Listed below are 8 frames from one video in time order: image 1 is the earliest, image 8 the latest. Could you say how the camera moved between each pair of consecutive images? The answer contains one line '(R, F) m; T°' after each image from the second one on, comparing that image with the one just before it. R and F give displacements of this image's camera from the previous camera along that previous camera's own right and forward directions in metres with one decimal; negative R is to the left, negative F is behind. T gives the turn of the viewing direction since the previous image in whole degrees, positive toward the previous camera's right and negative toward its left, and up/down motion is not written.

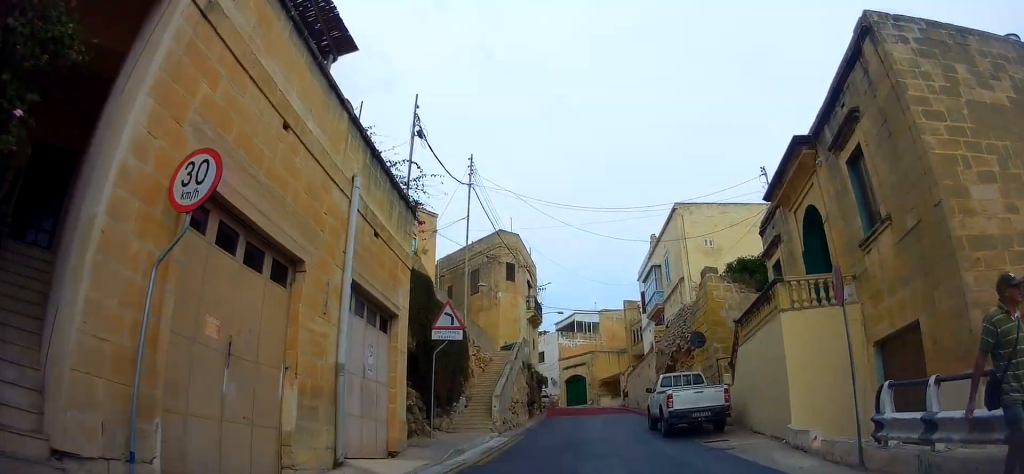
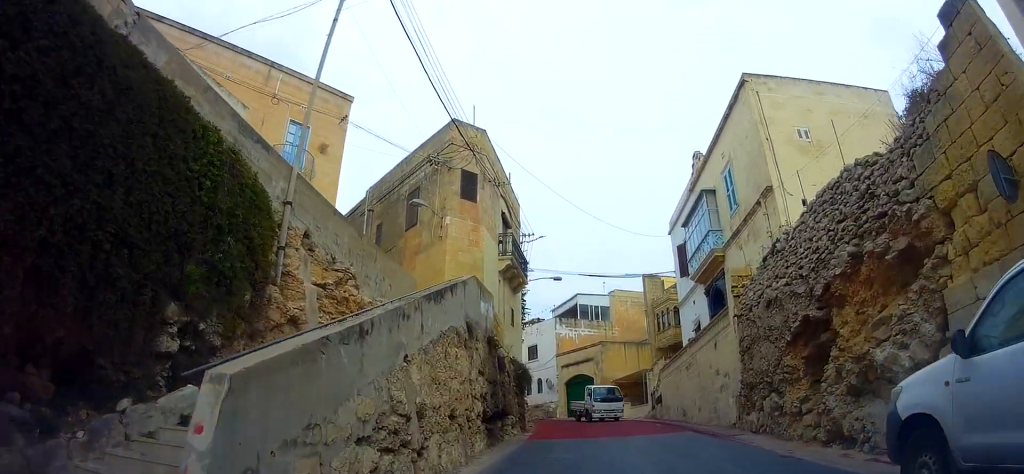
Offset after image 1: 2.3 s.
(+1.3, +15.5) m; +6°
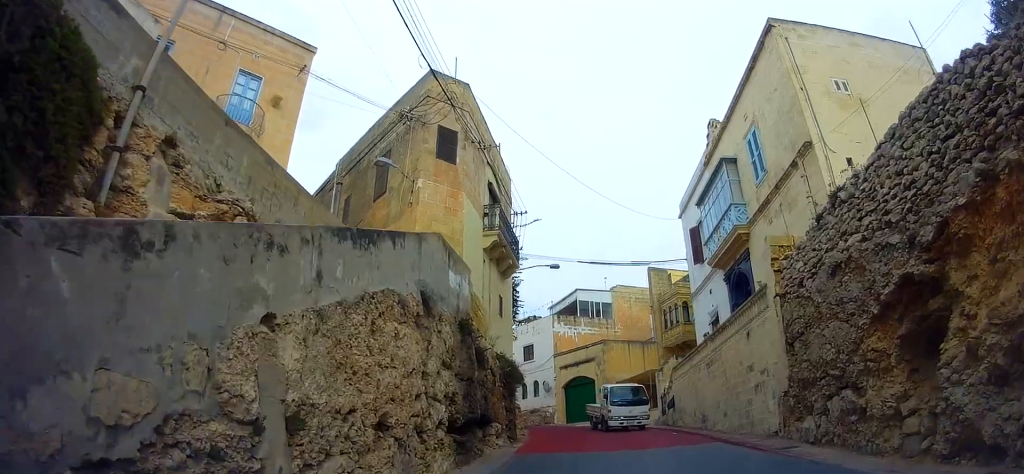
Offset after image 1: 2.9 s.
(-0.4, +3.8) m; 0°
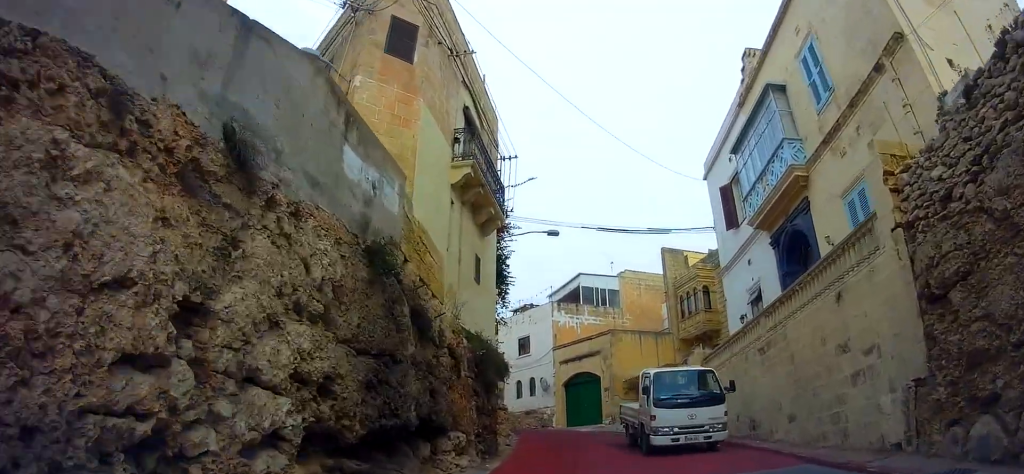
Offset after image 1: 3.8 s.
(+0.7, +5.5) m; +7°
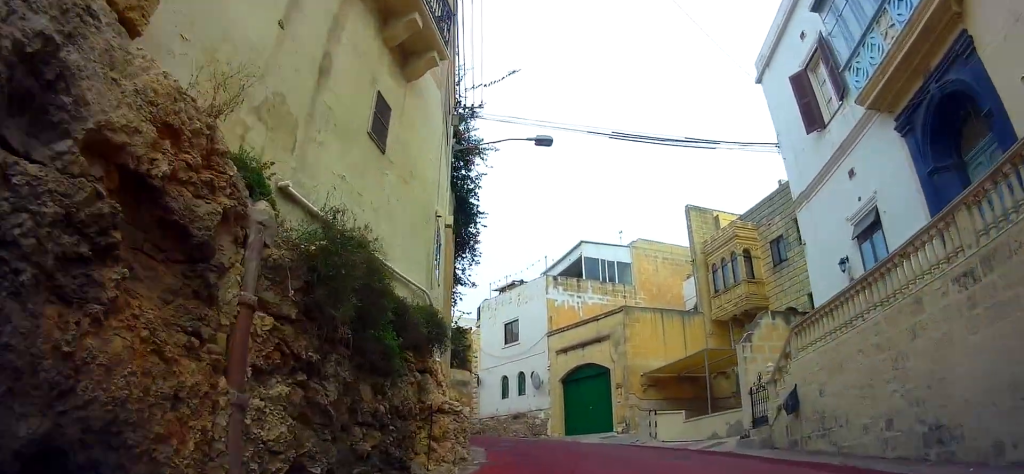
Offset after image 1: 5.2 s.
(-0.1, +8.0) m; -5°
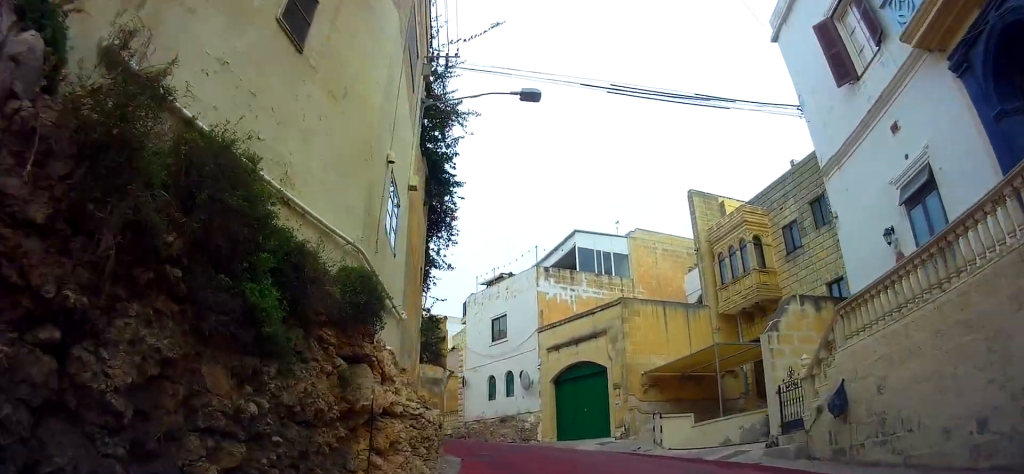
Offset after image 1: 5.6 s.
(0.0, +2.4) m; -5°
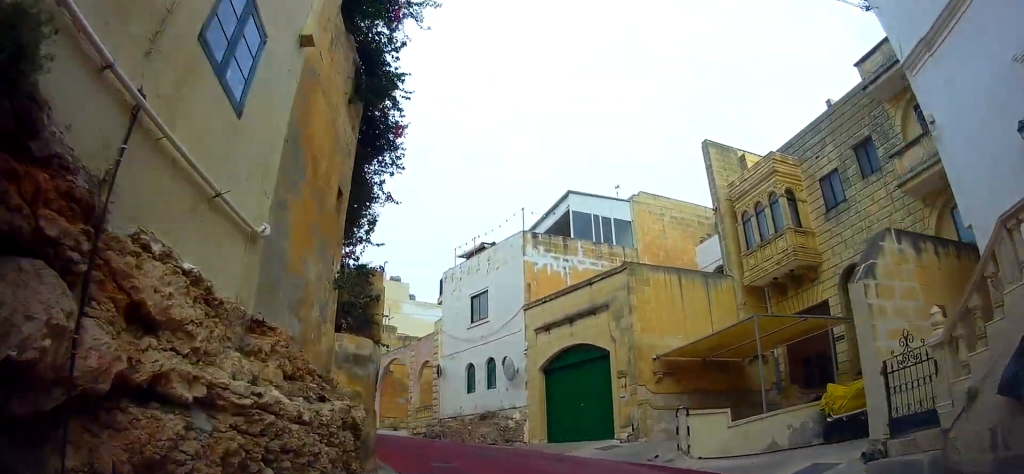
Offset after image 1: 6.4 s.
(-0.5, +4.6) m; -3°
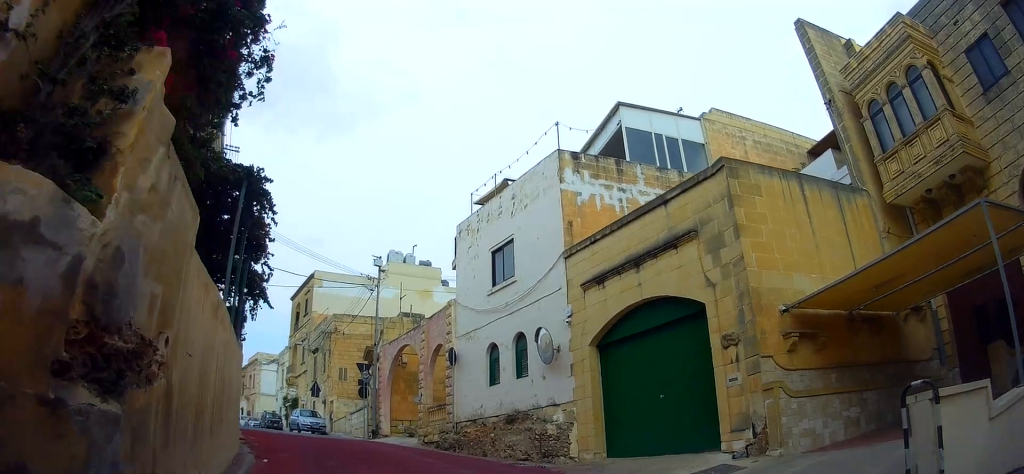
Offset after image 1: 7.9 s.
(+0.4, +7.5) m; +8°
